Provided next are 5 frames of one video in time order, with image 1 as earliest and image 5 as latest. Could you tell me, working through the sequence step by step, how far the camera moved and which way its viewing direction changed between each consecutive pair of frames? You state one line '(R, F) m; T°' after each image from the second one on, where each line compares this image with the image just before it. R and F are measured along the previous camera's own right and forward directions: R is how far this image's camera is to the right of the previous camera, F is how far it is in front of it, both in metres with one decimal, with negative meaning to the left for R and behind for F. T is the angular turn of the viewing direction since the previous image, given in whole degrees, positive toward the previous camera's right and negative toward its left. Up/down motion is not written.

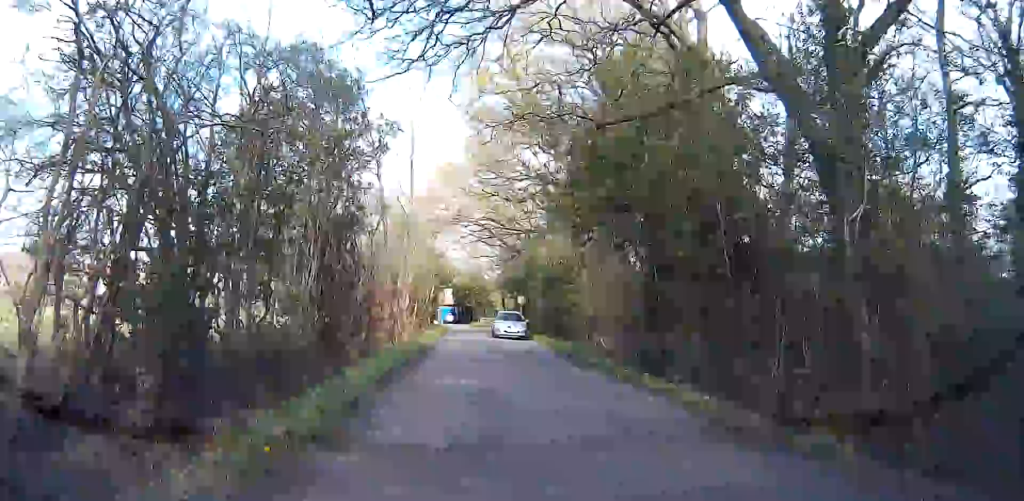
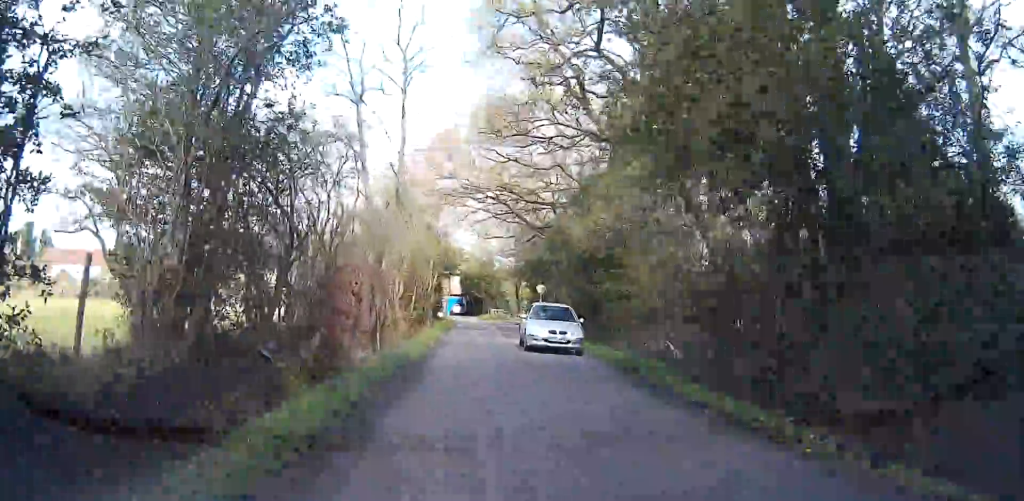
(0.0, +8.4) m; +1°
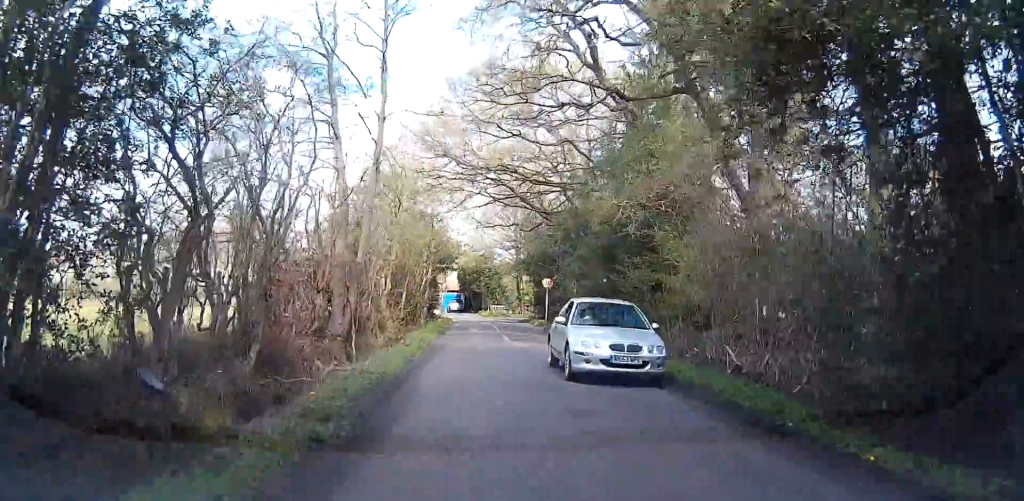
(0.0, +4.4) m; +1°
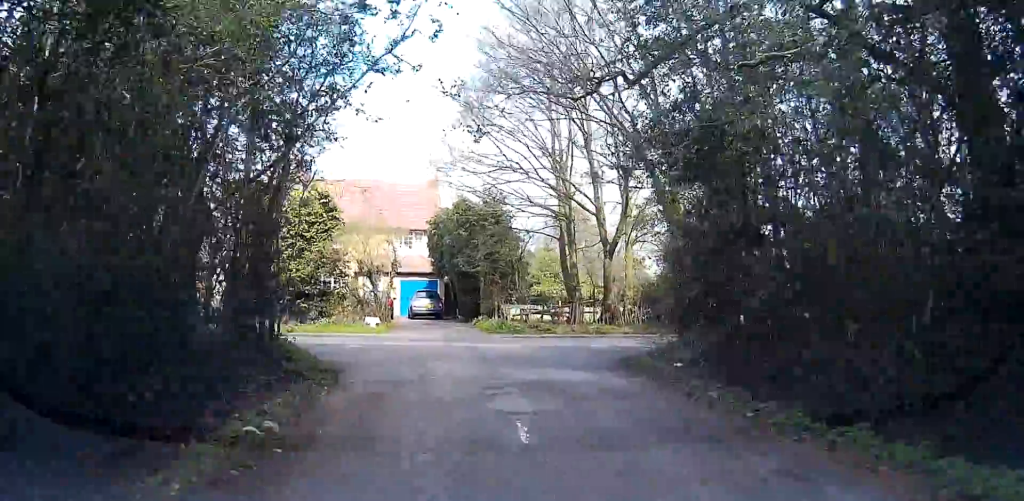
(+1.2, +38.1) m; 0°
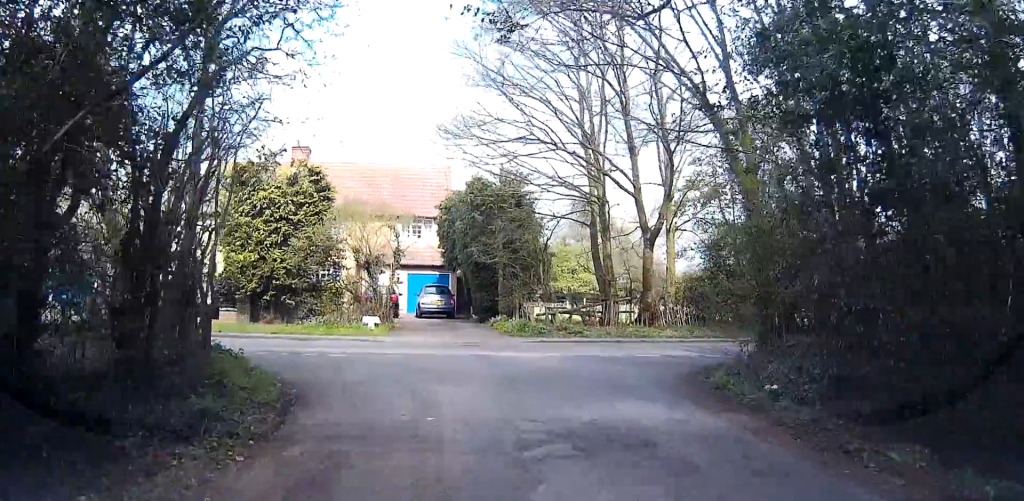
(0.0, +4.5) m; -1°
